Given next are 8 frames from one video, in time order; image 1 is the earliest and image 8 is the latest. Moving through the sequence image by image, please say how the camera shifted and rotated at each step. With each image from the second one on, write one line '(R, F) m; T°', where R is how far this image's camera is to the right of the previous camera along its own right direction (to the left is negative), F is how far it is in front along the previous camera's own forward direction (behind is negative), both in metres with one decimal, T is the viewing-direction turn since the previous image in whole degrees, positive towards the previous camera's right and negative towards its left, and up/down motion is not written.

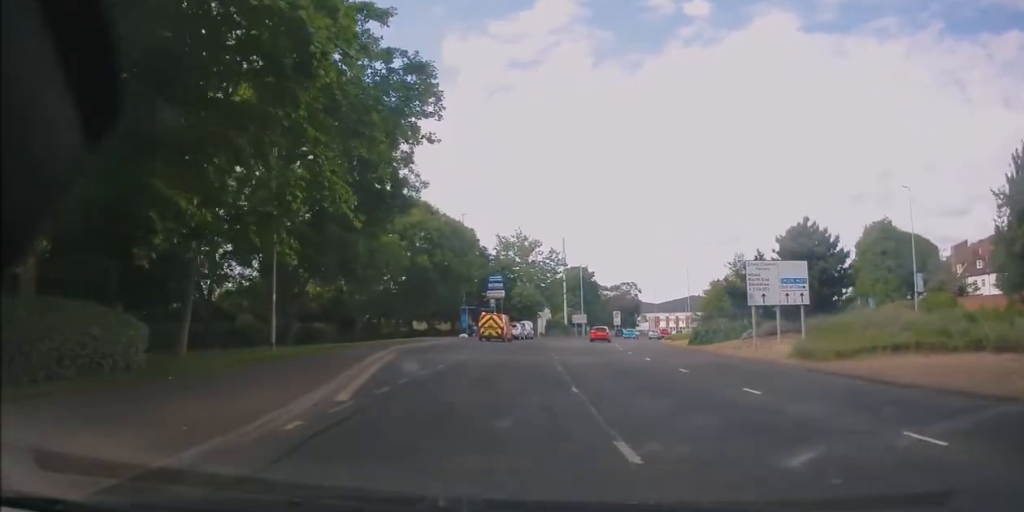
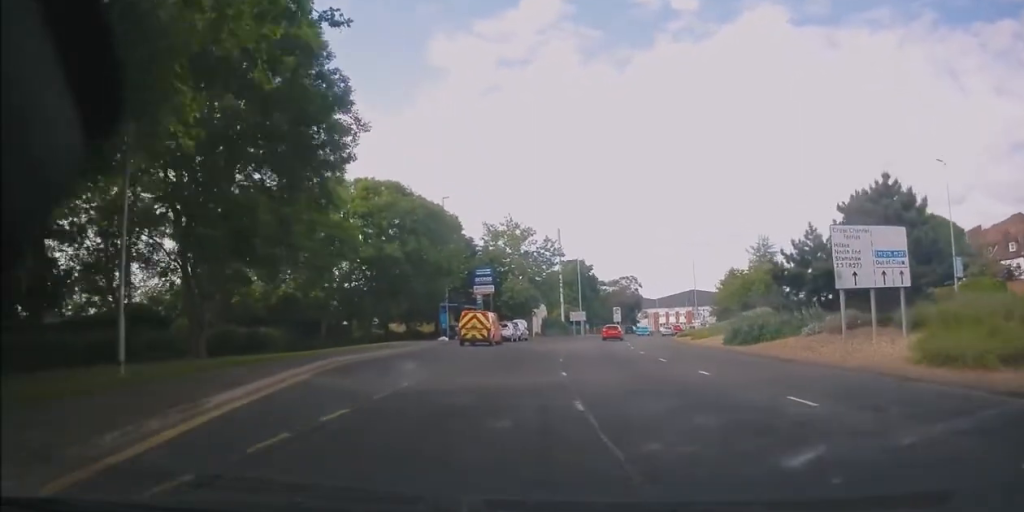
(-0.3, +8.4) m; +2°
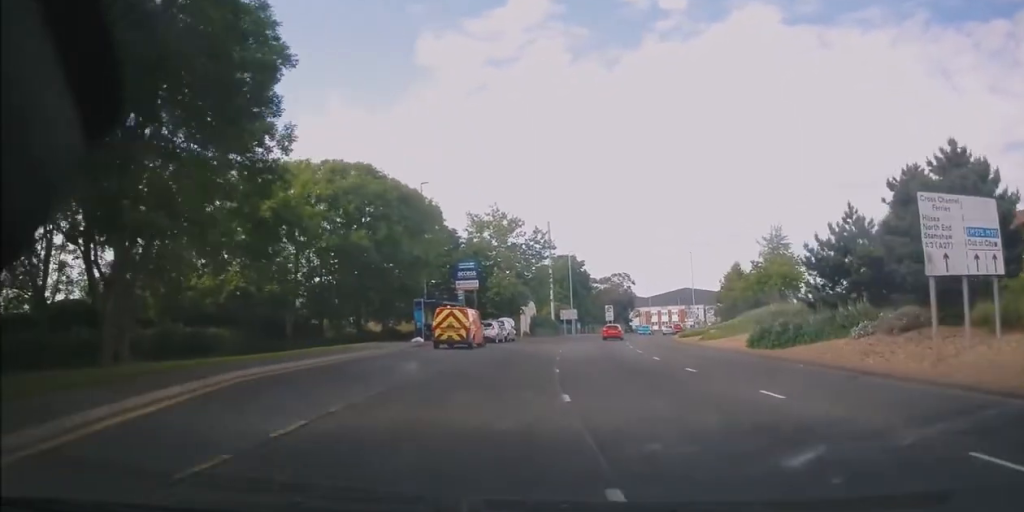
(+0.4, +5.3) m; +2°
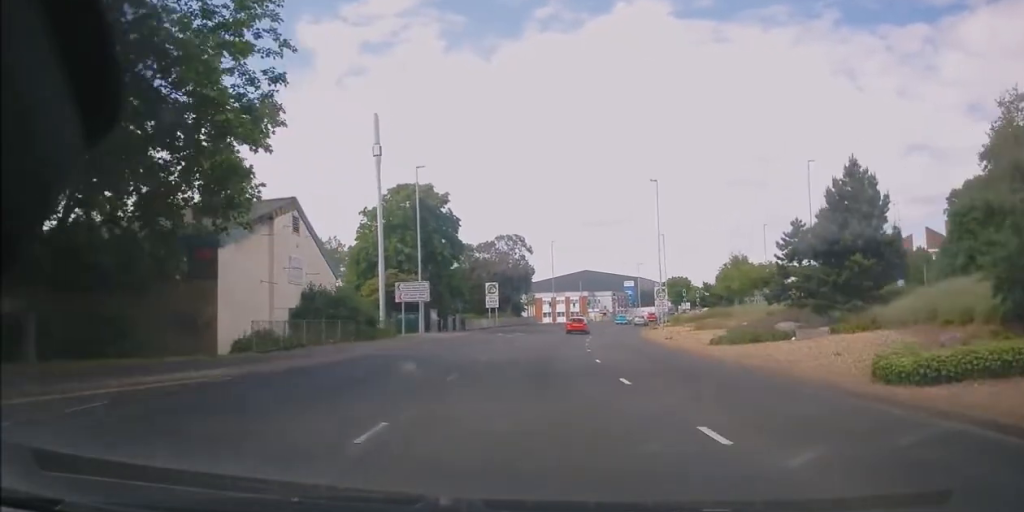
(+4.4, +45.9) m; +12°
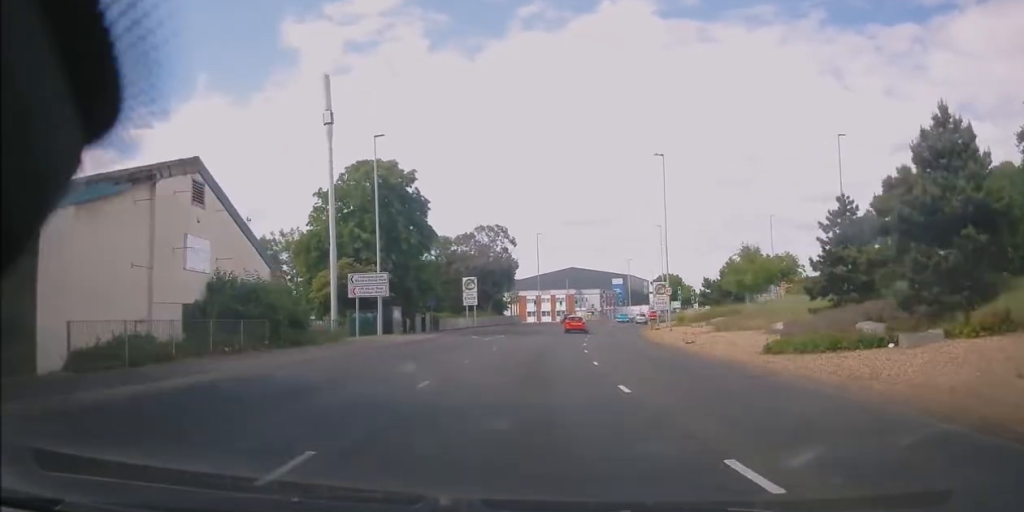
(+0.1, +8.1) m; +2°
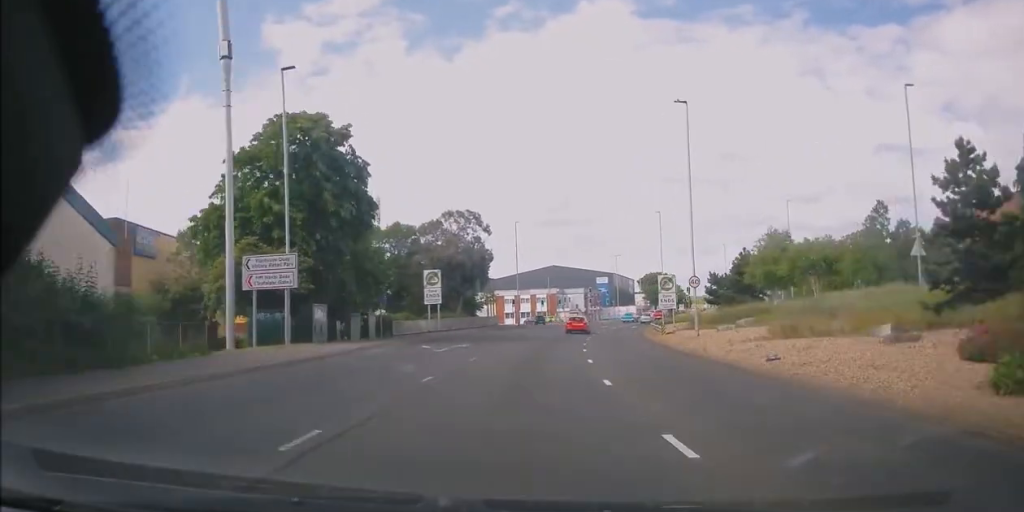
(+0.2, +11.6) m; +2°
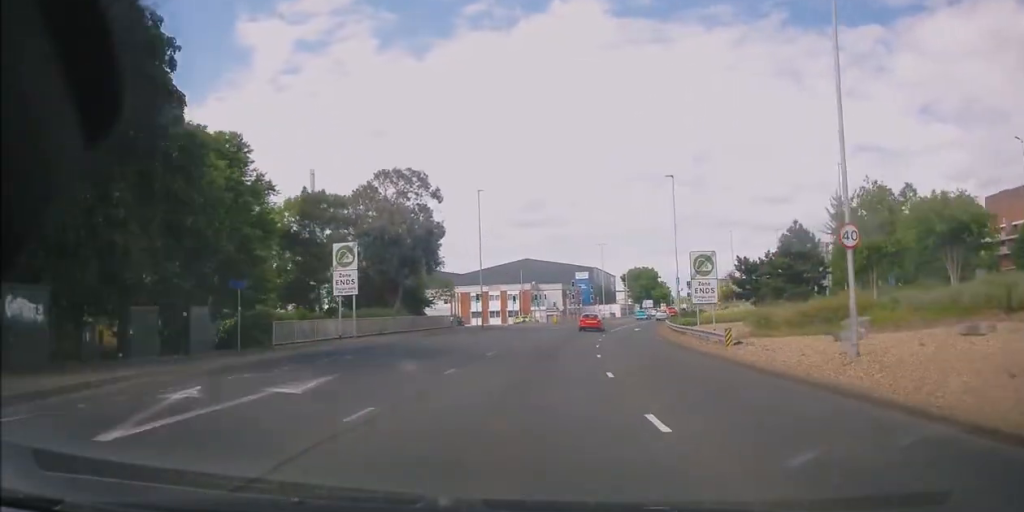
(+0.4, +18.0) m; +2°
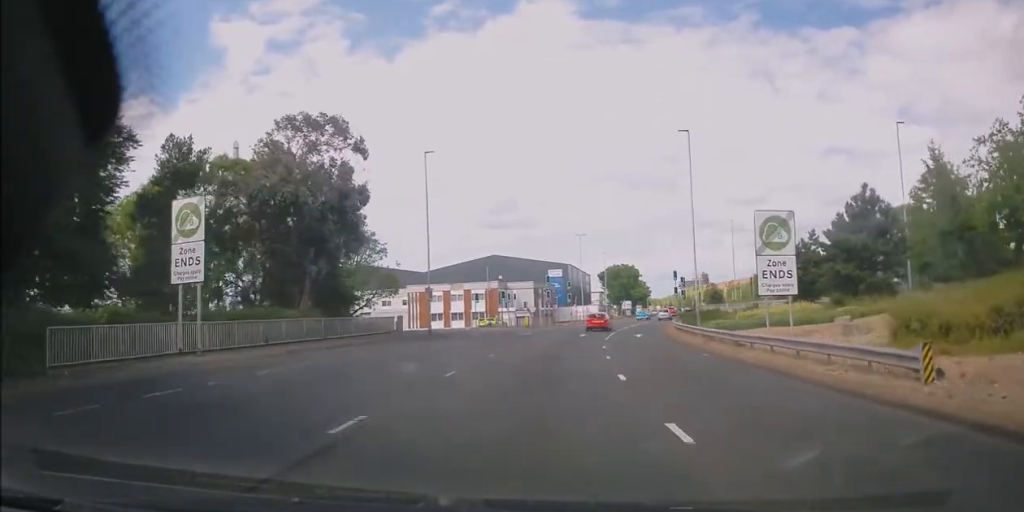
(+0.1, +13.7) m; +3°
